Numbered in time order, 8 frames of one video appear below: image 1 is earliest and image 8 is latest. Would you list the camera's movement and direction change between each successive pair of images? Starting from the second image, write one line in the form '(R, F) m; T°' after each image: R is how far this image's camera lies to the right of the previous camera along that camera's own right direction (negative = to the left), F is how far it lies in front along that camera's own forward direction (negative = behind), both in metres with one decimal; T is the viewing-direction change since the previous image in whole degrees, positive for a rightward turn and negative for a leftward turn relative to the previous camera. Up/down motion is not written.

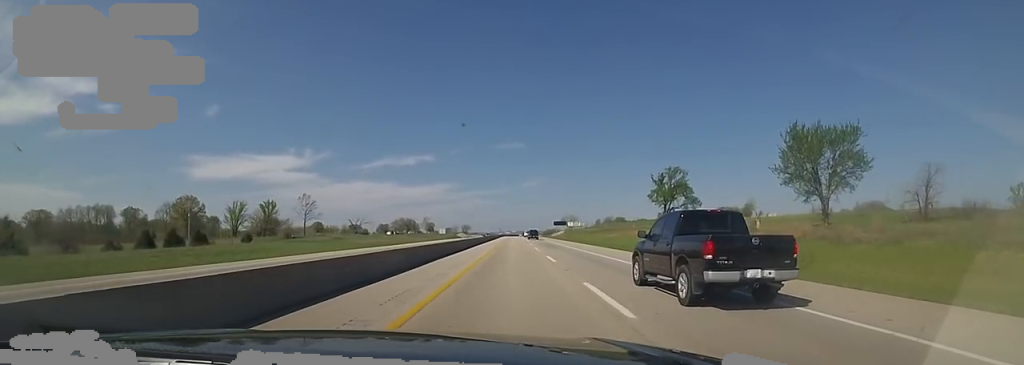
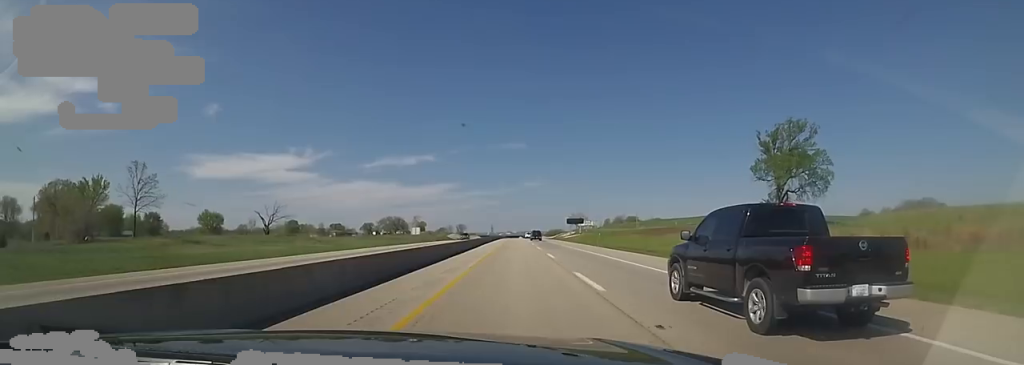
(-0.5, +56.5) m; 0°
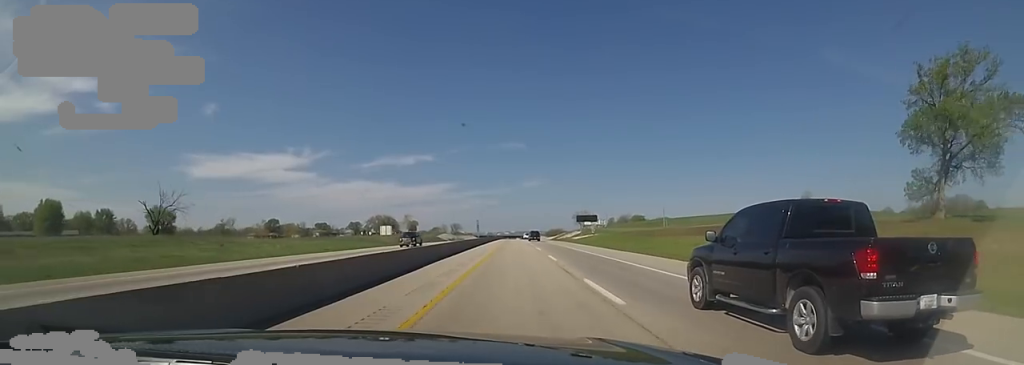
(+0.4, +32.8) m; 0°
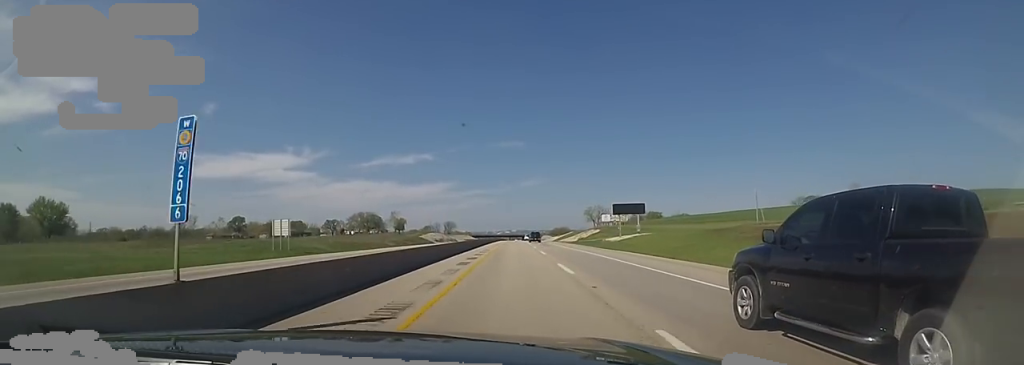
(-1.4, +53.6) m; -2°
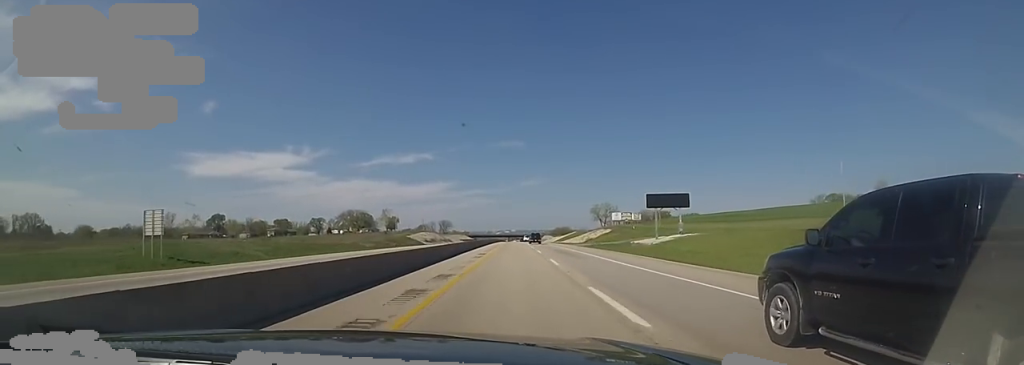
(+0.3, +24.5) m; +1°
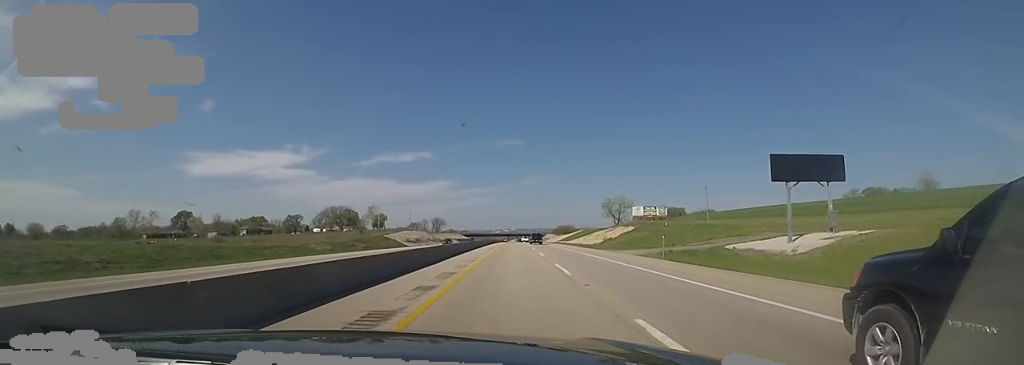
(+0.7, +35.1) m; +1°
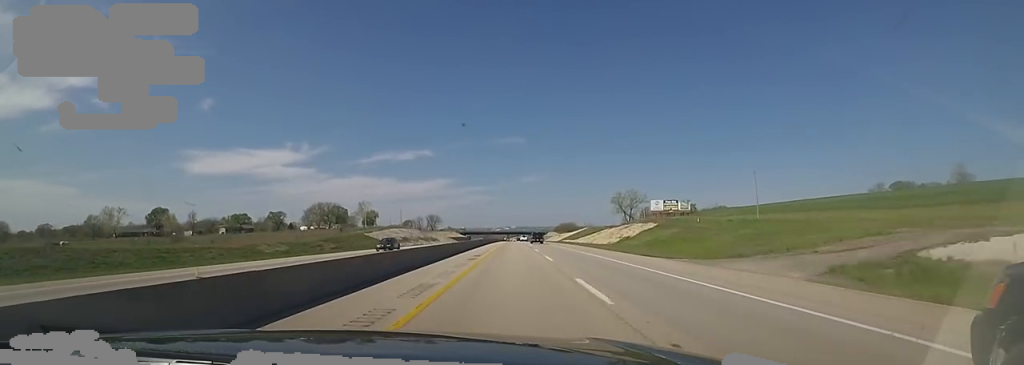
(+0.1, +22.3) m; 0°
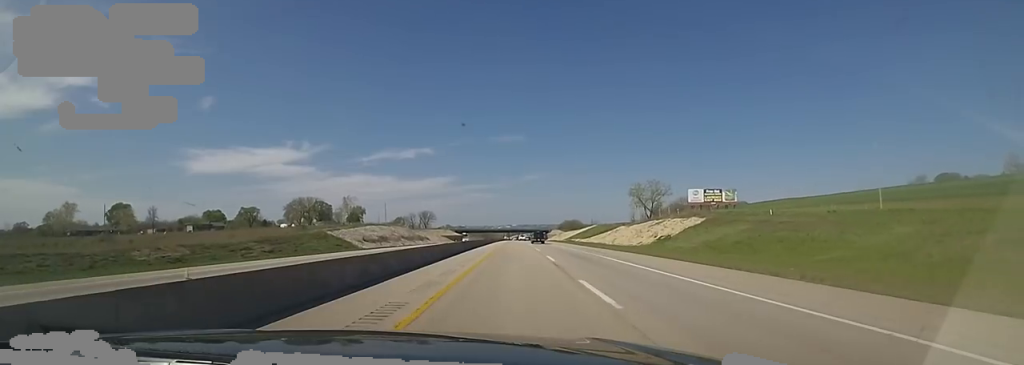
(-0.5, +30.7) m; 0°
